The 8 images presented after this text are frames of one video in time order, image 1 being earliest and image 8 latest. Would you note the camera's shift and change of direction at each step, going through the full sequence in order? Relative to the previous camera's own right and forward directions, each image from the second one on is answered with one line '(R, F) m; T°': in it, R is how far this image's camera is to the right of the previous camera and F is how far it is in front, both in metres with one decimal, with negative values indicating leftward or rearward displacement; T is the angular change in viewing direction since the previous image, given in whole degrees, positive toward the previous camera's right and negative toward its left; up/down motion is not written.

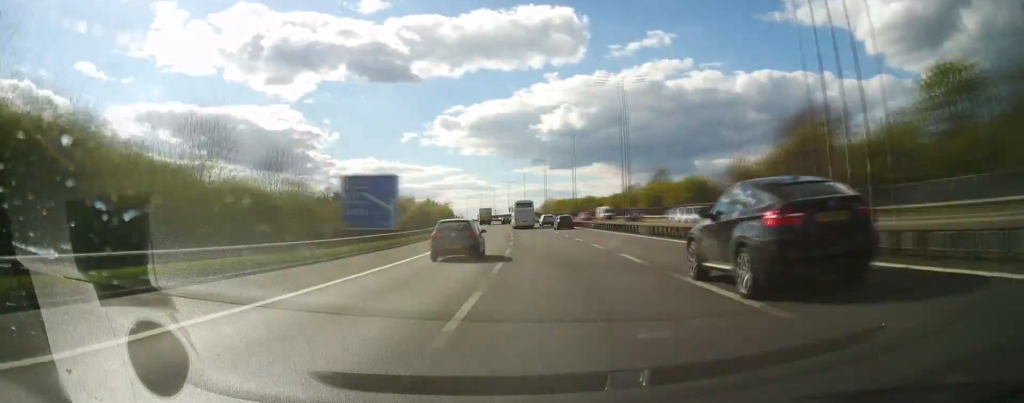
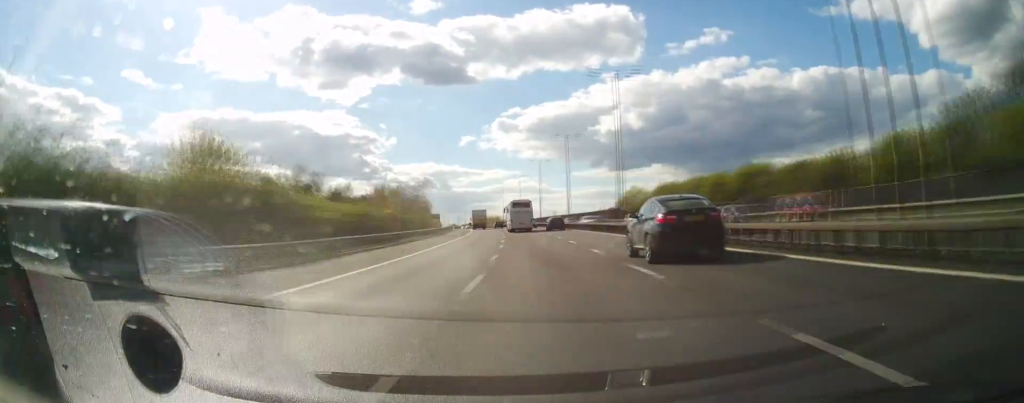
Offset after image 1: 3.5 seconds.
(-4.3, +107.2) m; -6°
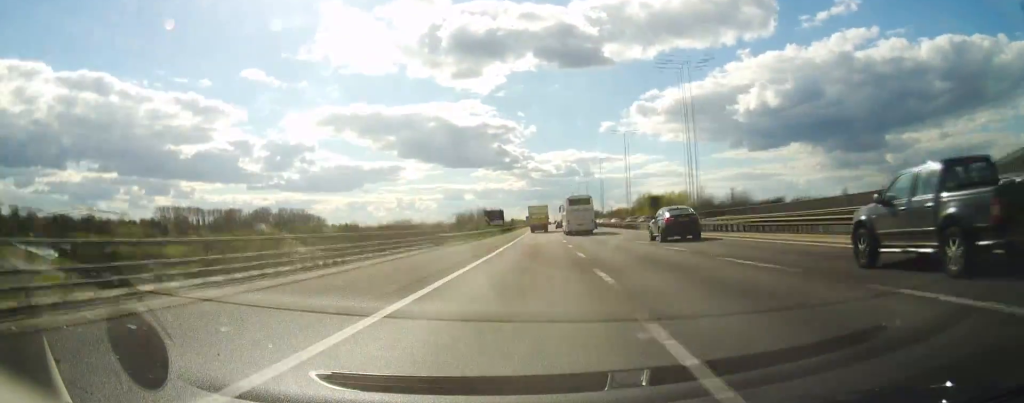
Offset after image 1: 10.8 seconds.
(-24.9, +217.7) m; -11°
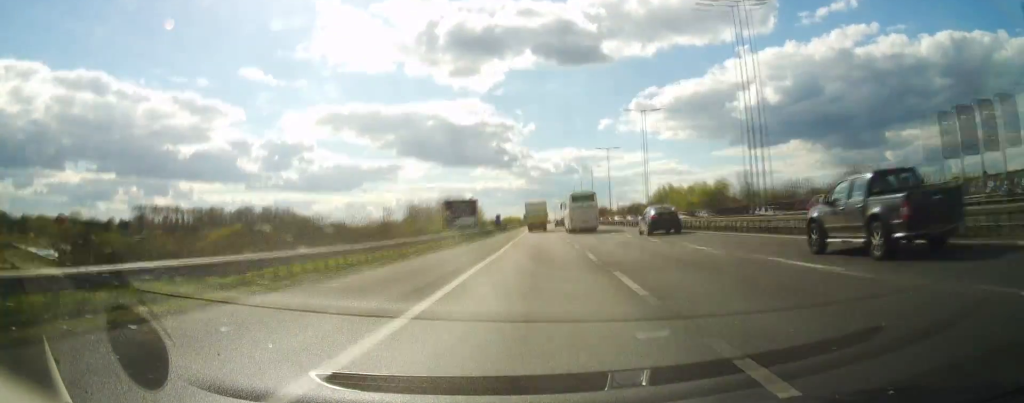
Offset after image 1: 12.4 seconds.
(-0.6, +46.6) m; -1°
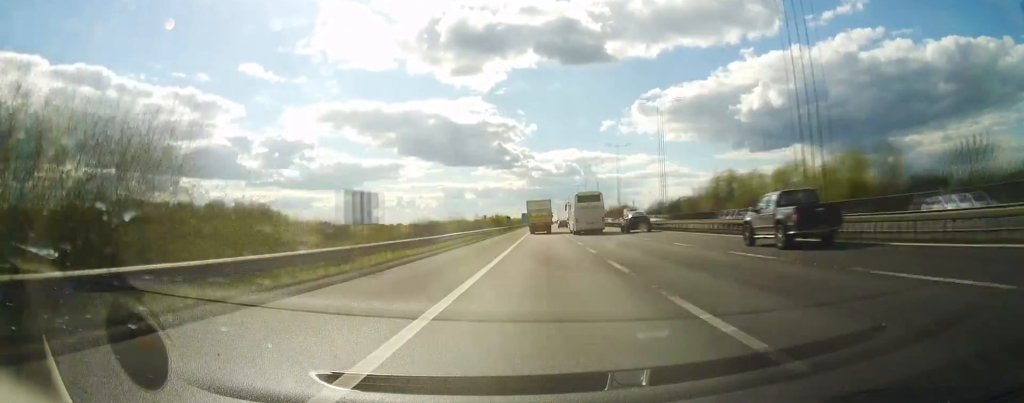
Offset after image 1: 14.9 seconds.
(-0.5, +73.6) m; -1°
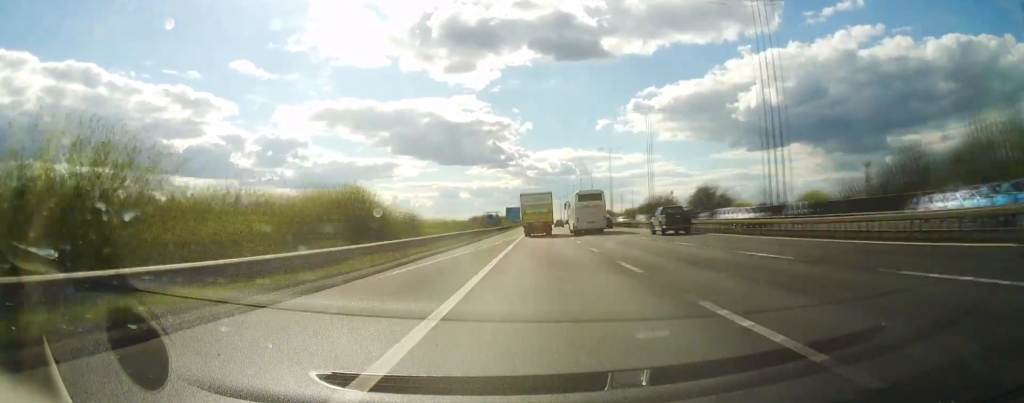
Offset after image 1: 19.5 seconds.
(-0.8, +128.7) m; 0°
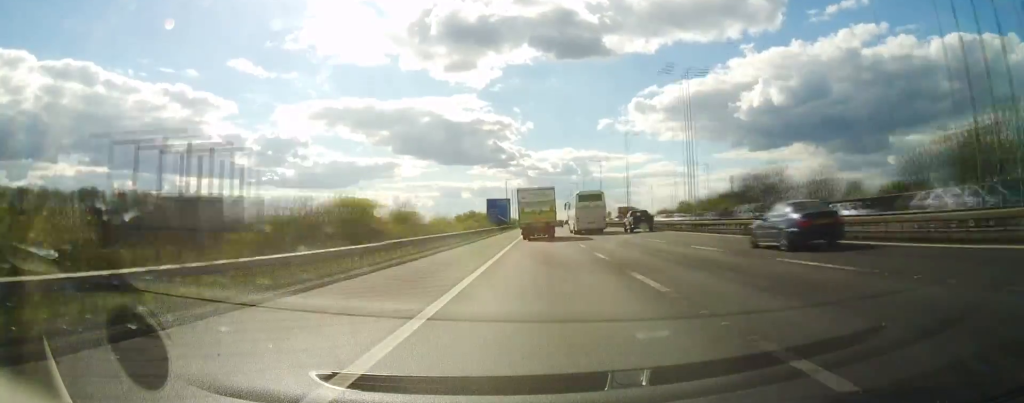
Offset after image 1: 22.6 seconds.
(0.0, +85.2) m; 0°
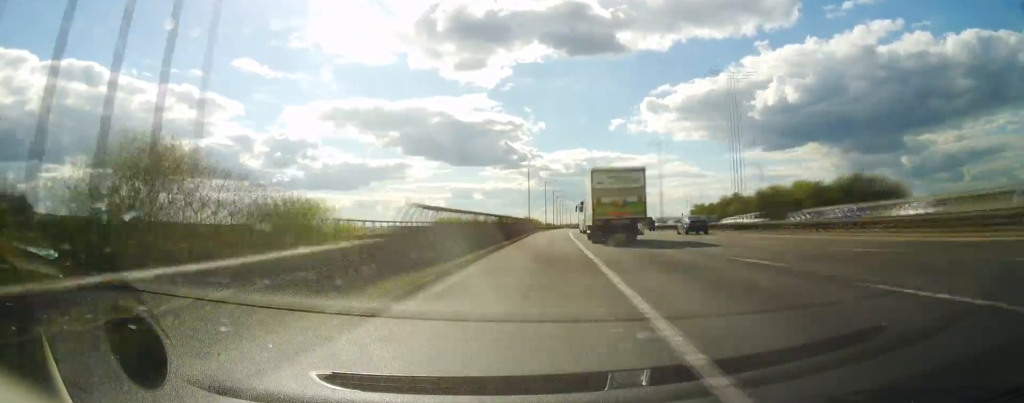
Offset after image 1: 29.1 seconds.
(-0.9, +174.9) m; 0°
